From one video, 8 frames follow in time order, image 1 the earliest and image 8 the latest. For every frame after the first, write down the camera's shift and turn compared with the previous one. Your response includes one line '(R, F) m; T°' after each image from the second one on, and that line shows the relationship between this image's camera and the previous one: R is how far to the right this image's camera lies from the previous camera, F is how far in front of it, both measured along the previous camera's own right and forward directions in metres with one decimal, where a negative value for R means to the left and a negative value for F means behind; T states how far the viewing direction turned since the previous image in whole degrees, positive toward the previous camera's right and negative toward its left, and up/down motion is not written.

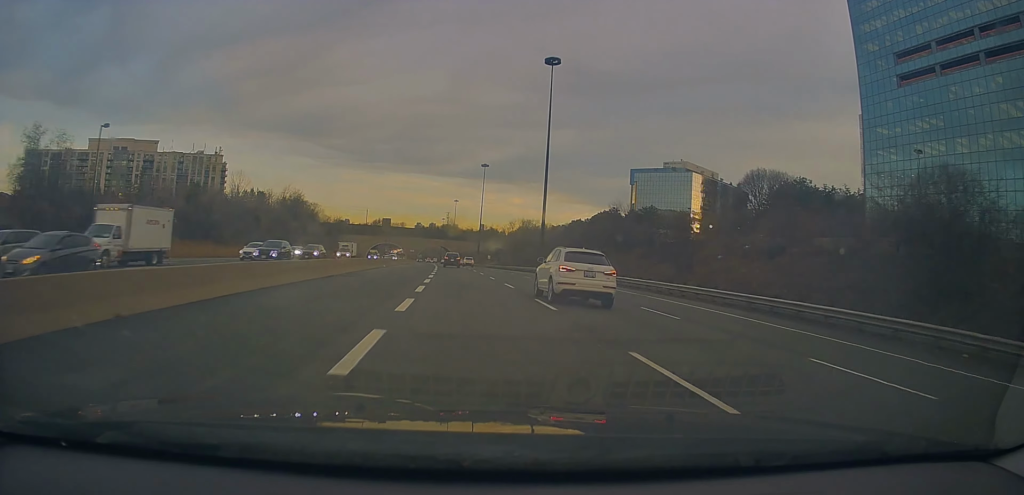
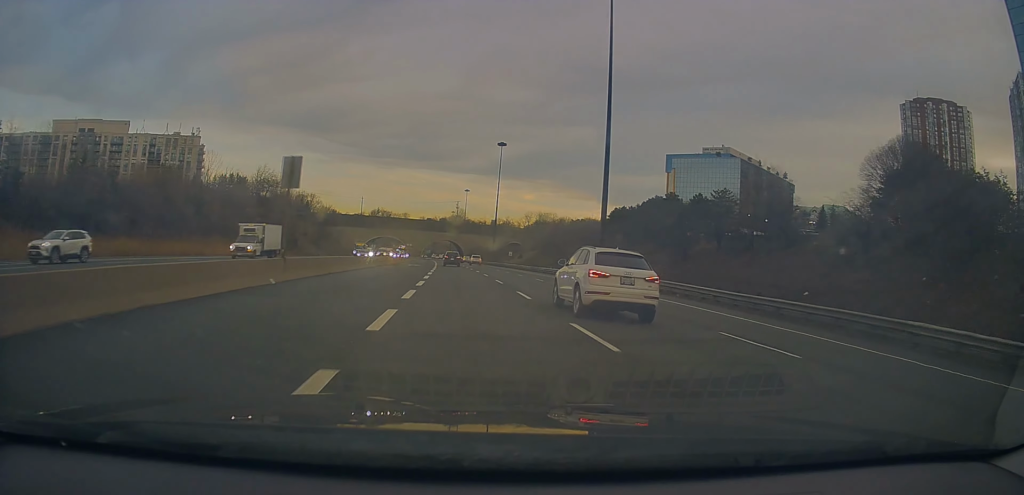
(0.0, +33.0) m; -1°
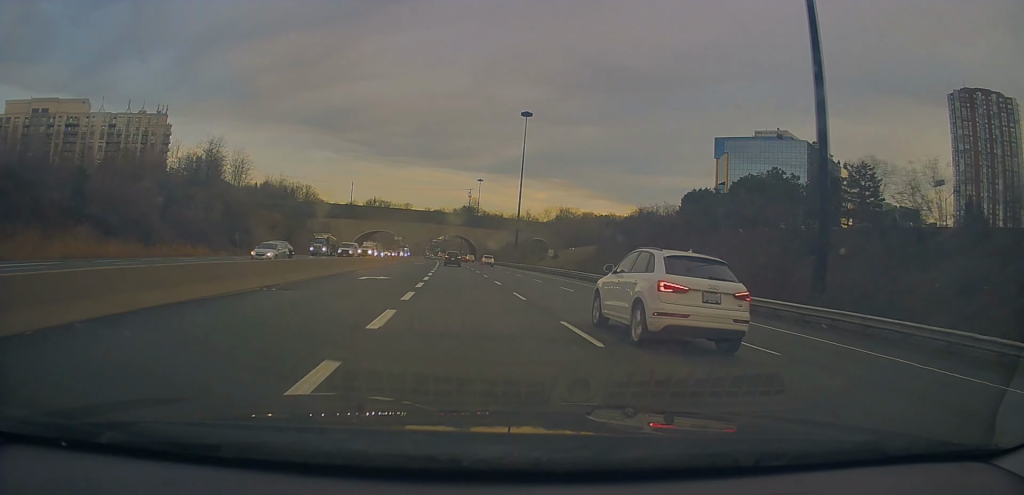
(-0.6, +35.7) m; -2°
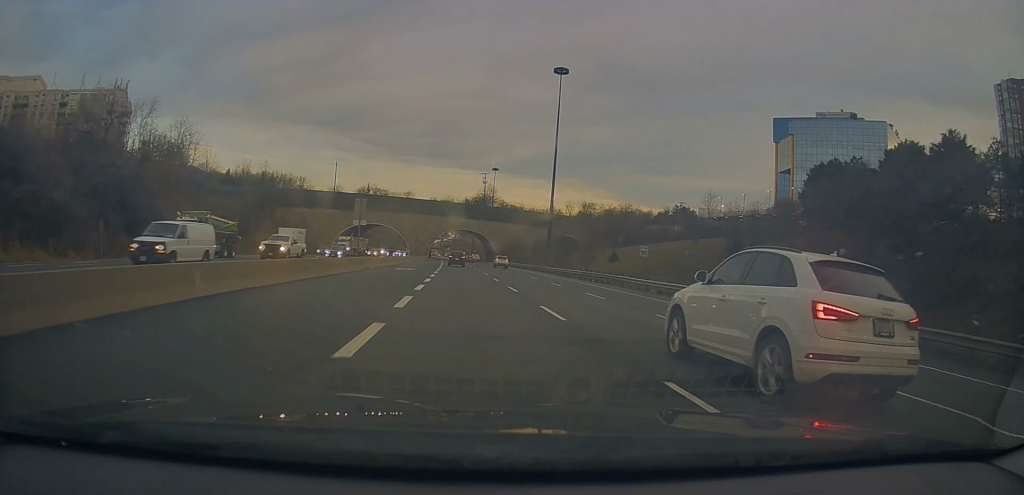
(-0.4, +32.7) m; 0°
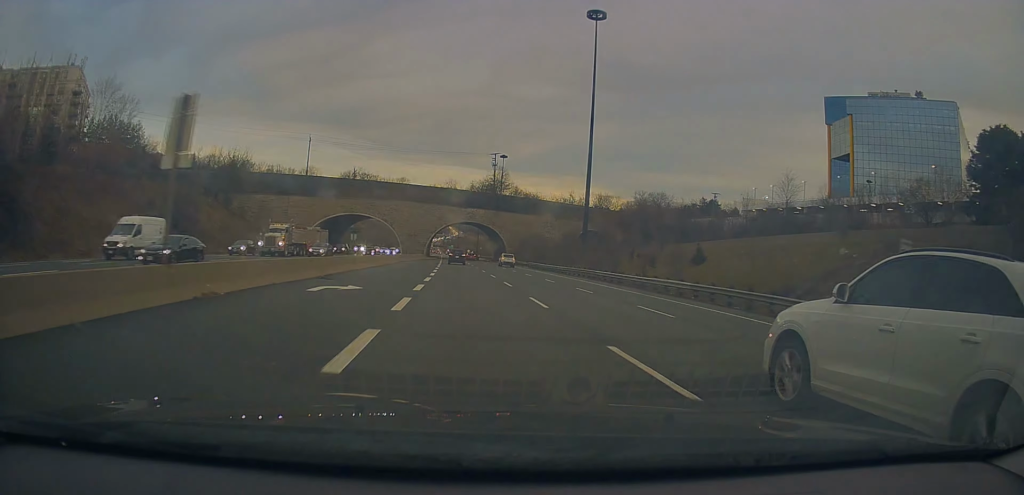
(0.0, +24.9) m; 0°
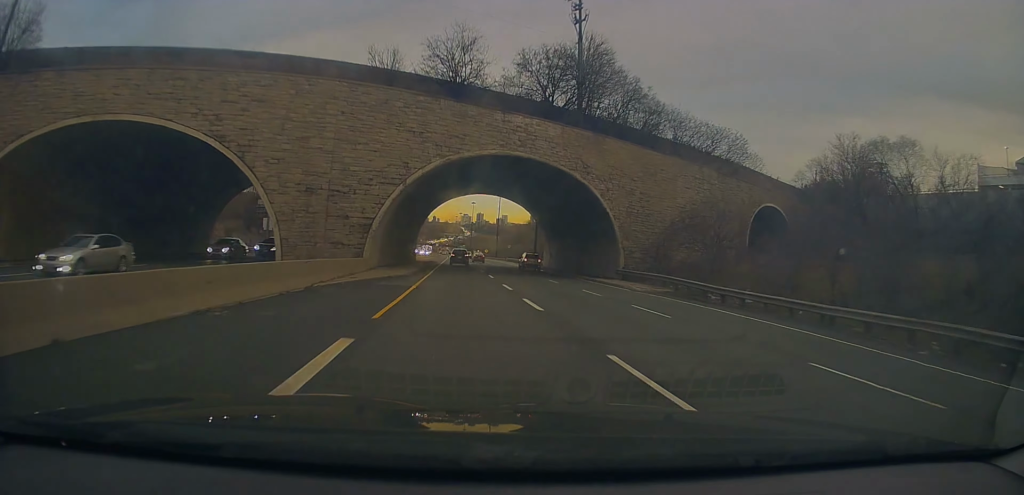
(-1.1, +73.4) m; -2°
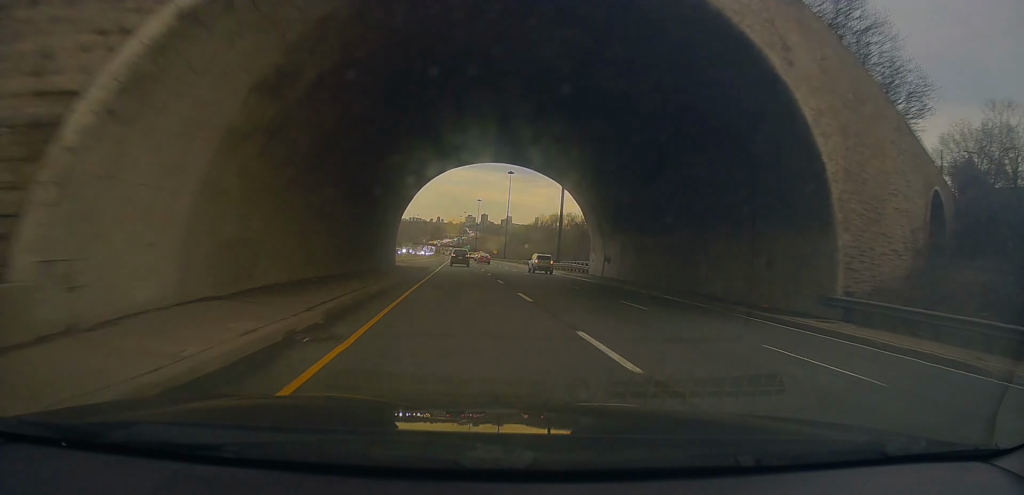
(0.0, +24.4) m; 0°
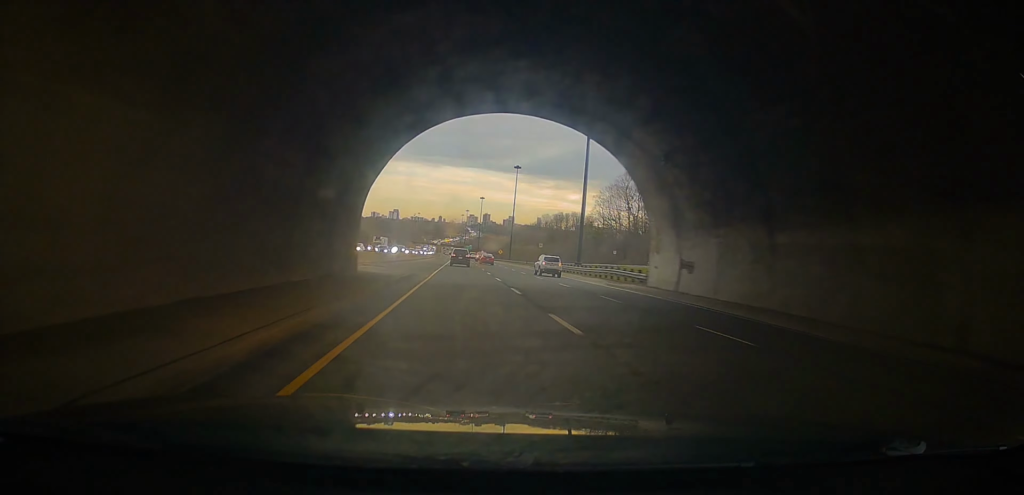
(0.0, +15.9) m; -1°
